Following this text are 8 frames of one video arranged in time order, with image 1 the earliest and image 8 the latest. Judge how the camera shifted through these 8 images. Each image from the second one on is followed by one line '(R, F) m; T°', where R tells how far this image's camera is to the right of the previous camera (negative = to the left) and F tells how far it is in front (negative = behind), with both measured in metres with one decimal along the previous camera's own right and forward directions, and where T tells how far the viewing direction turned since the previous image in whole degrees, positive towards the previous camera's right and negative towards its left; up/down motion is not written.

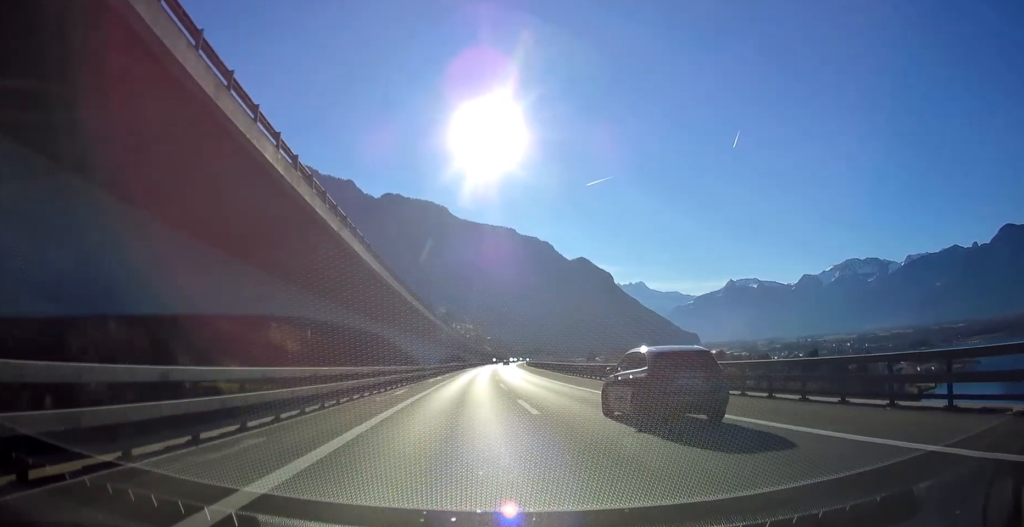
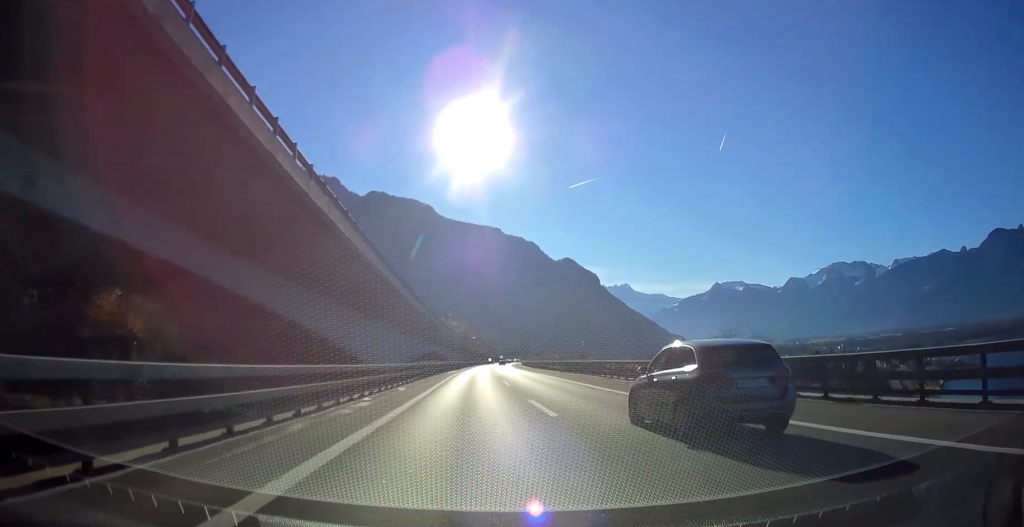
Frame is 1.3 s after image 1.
(+0.6, +37.7) m; +2°
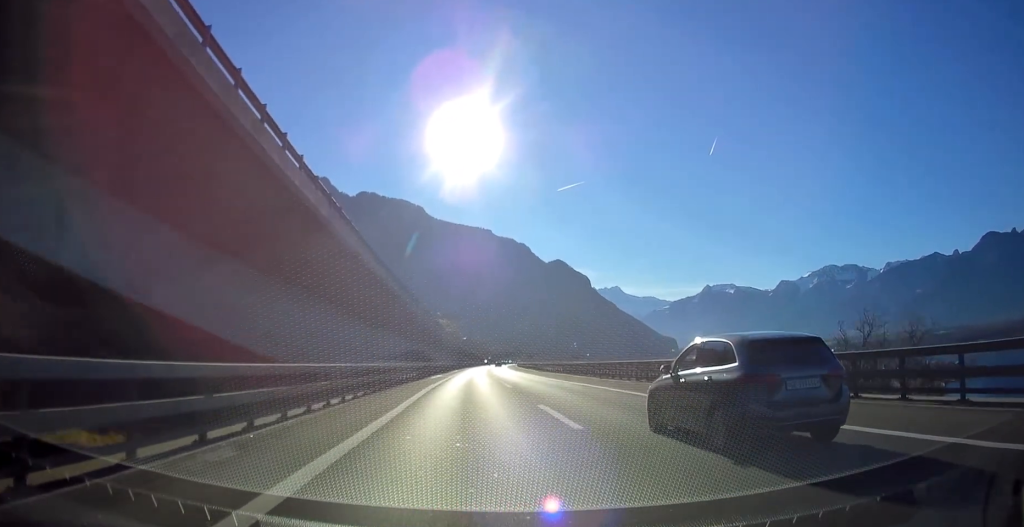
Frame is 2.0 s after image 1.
(+0.1, +20.4) m; +1°
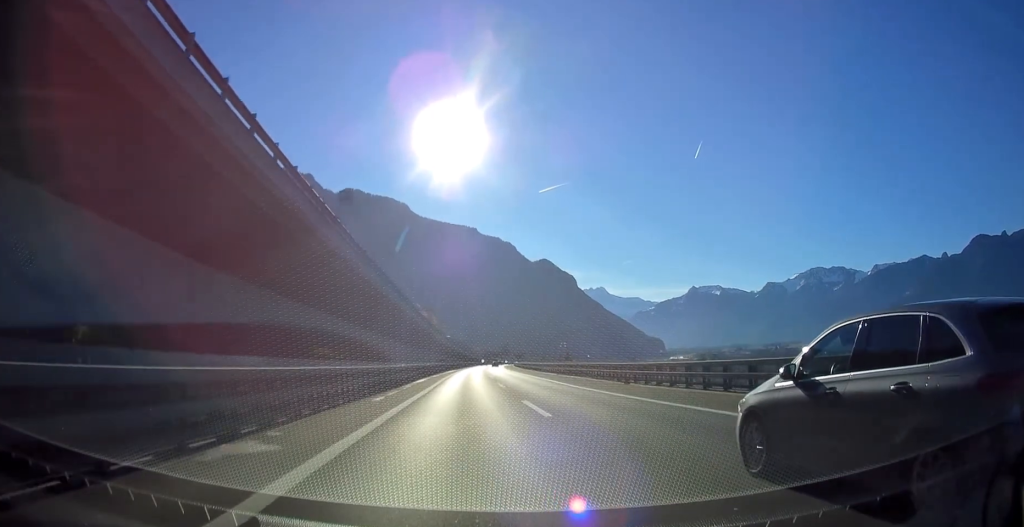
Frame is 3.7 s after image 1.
(+0.8, +50.7) m; +2°
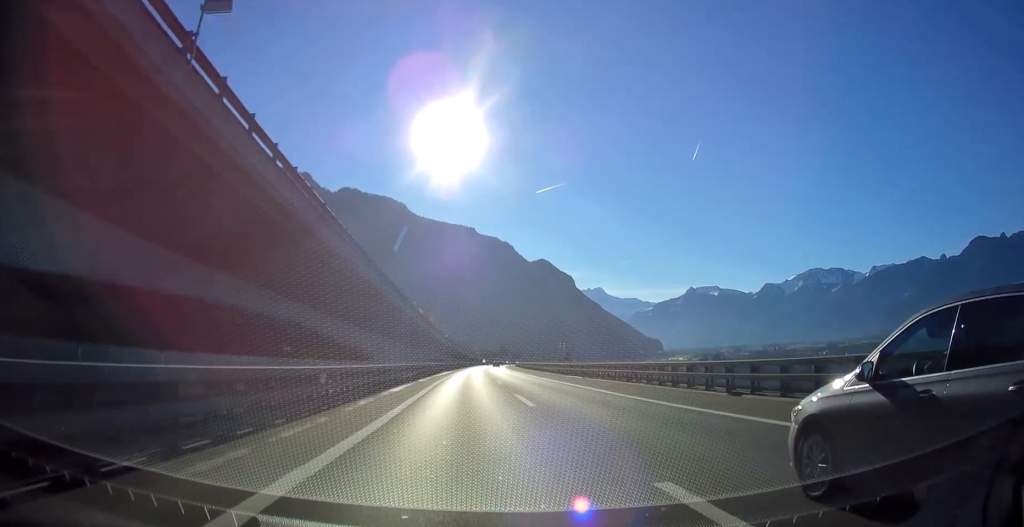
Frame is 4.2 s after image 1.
(+0.1, +13.7) m; 0°
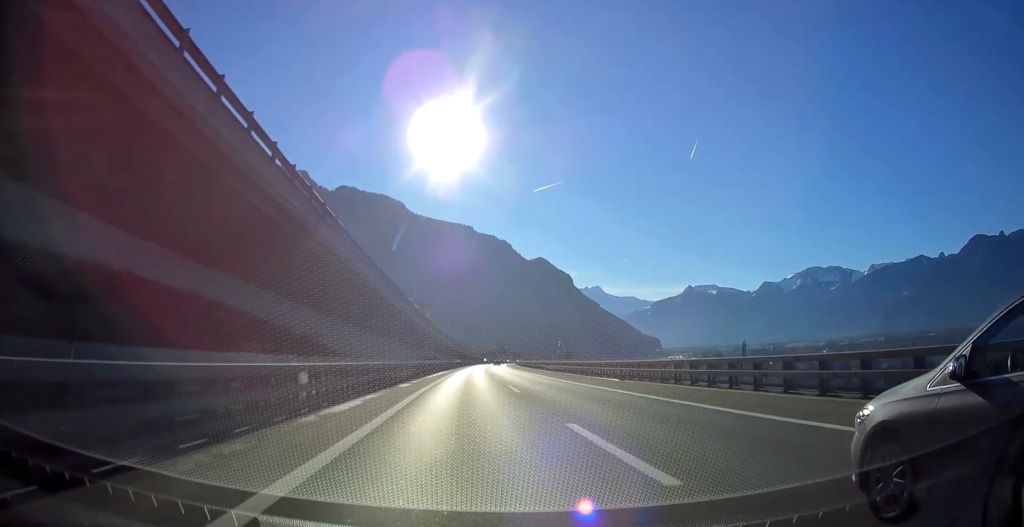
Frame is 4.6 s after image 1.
(0.0, +12.7) m; 0°
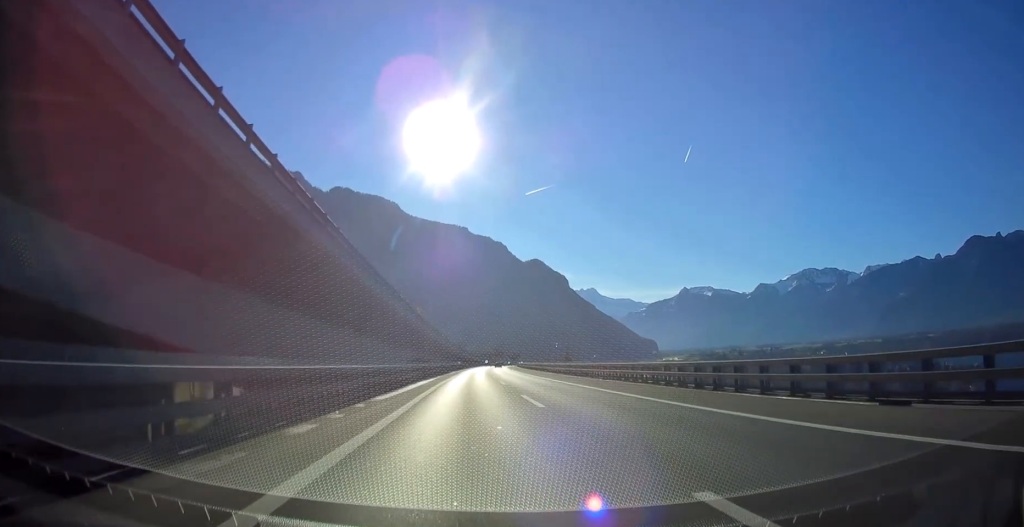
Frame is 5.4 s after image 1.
(+0.1, +23.4) m; 0°
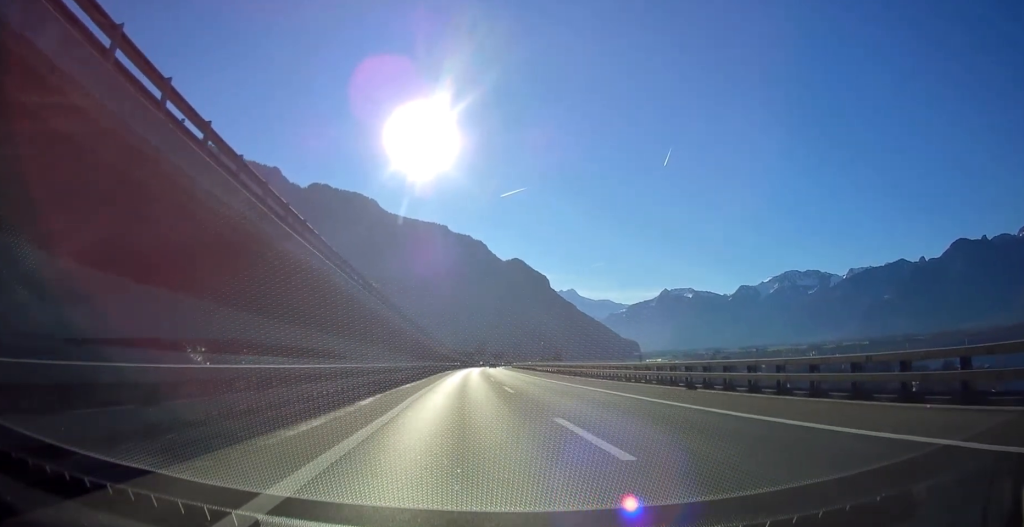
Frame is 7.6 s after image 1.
(+1.0, +63.8) m; +2°
